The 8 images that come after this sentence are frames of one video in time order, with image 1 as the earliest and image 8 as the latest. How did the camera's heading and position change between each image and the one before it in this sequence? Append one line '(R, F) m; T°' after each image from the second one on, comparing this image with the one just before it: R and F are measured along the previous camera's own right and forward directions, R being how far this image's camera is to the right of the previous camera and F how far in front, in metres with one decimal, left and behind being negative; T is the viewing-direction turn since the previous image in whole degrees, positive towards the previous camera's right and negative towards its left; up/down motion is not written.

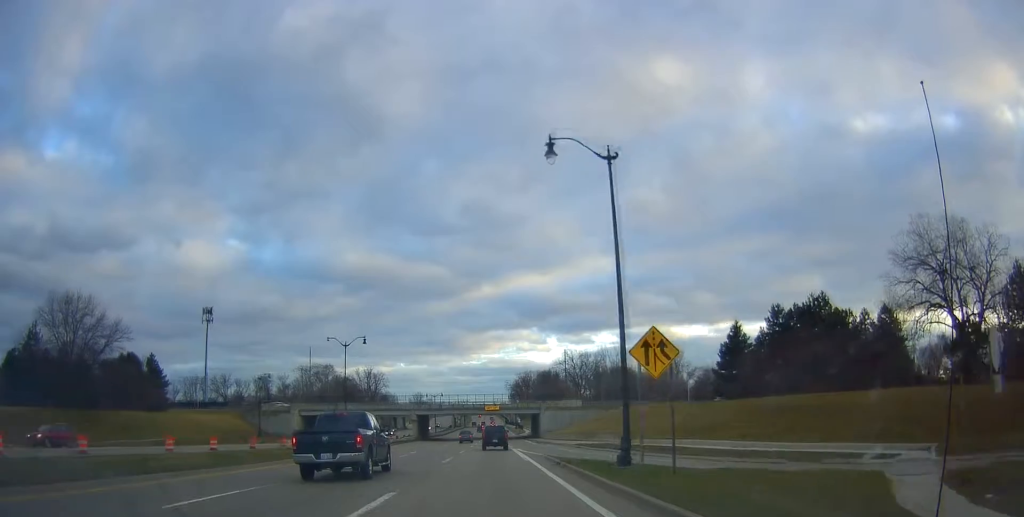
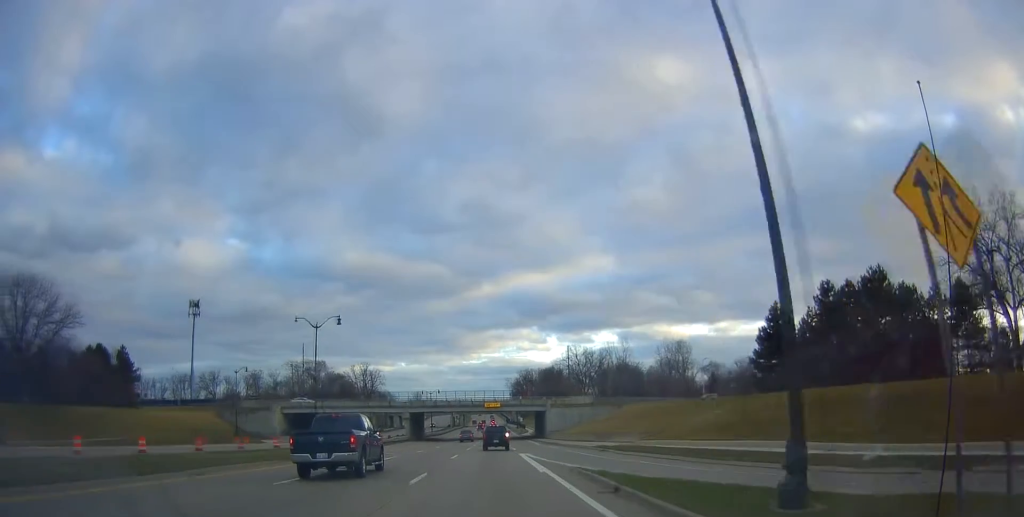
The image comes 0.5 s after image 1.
(+0.1, +10.1) m; 0°
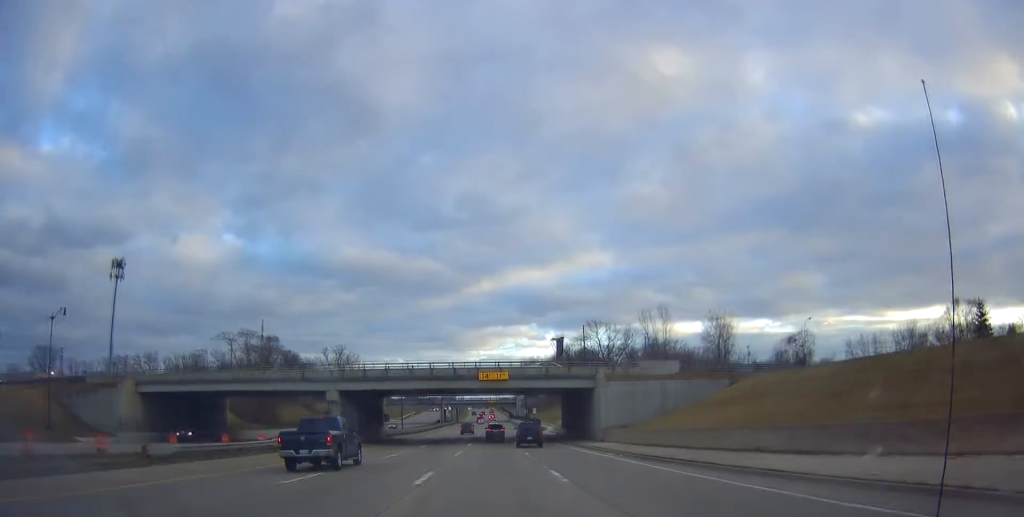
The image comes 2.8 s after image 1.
(+0.7, +45.3) m; 0°
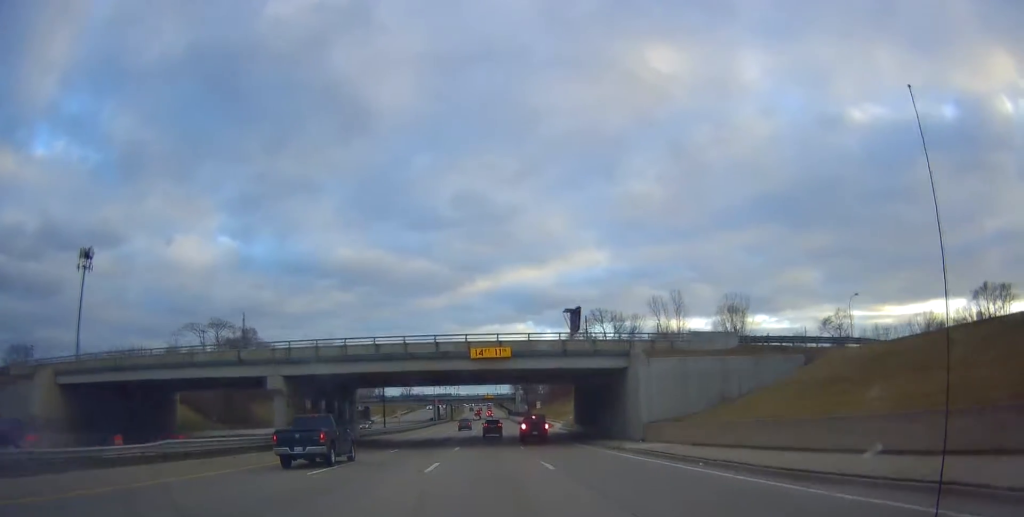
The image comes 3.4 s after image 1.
(0.0, +13.4) m; 0°
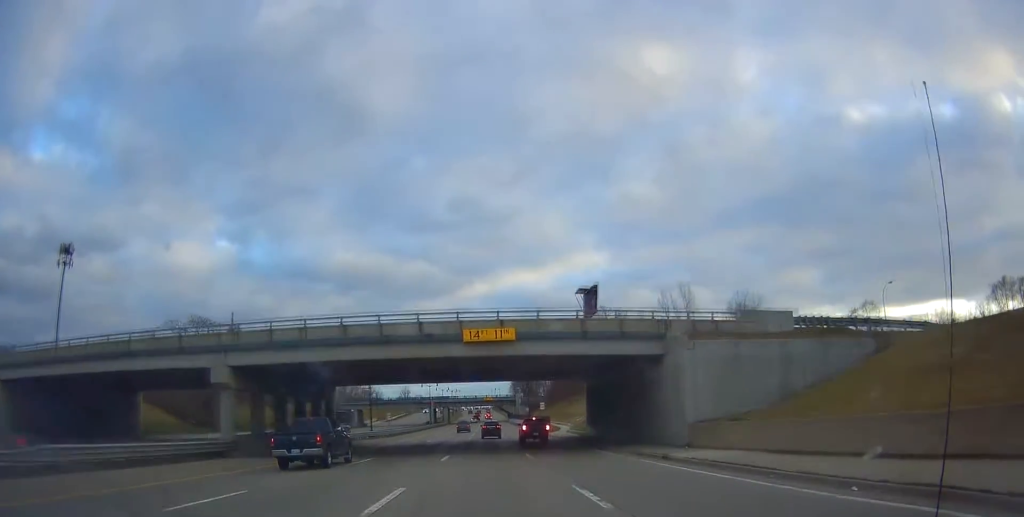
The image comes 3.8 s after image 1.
(-0.3, +8.1) m; 0°
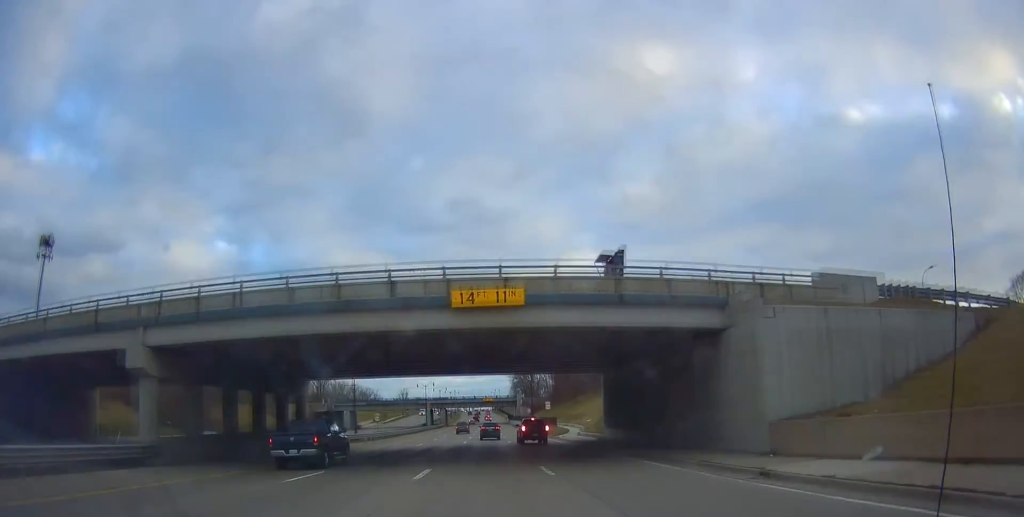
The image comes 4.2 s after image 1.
(-0.2, +8.1) m; 0°
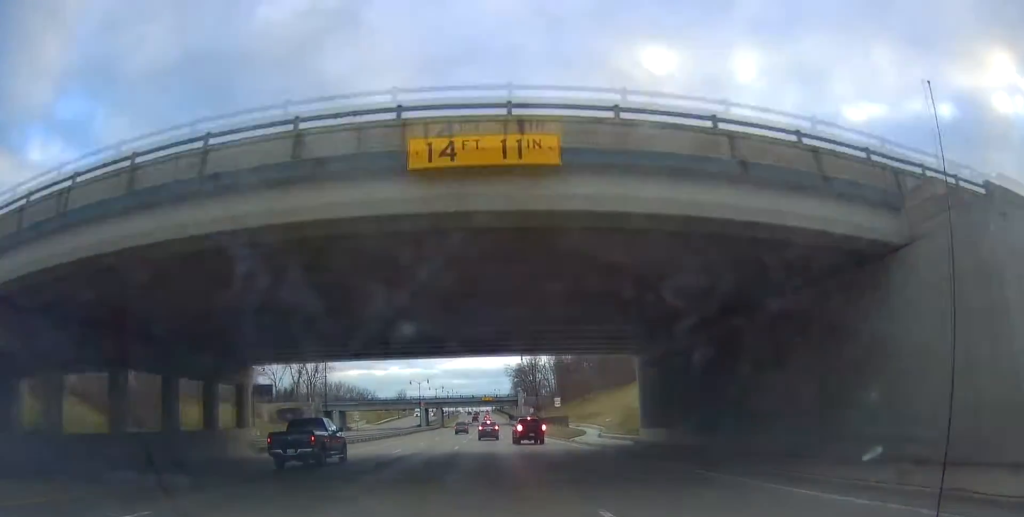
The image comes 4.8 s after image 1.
(+0.4, +10.9) m; +1°
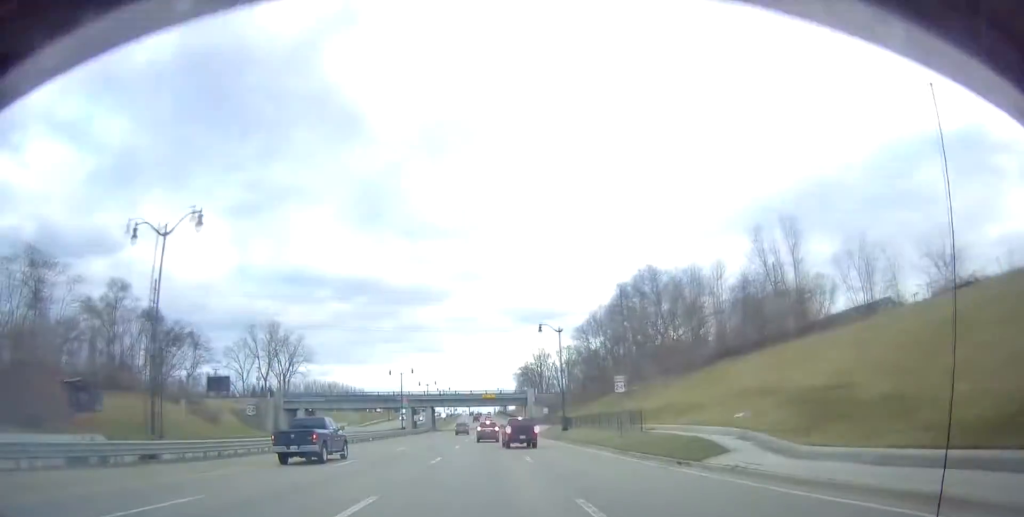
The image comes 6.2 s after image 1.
(+0.5, +28.2) m; +1°
